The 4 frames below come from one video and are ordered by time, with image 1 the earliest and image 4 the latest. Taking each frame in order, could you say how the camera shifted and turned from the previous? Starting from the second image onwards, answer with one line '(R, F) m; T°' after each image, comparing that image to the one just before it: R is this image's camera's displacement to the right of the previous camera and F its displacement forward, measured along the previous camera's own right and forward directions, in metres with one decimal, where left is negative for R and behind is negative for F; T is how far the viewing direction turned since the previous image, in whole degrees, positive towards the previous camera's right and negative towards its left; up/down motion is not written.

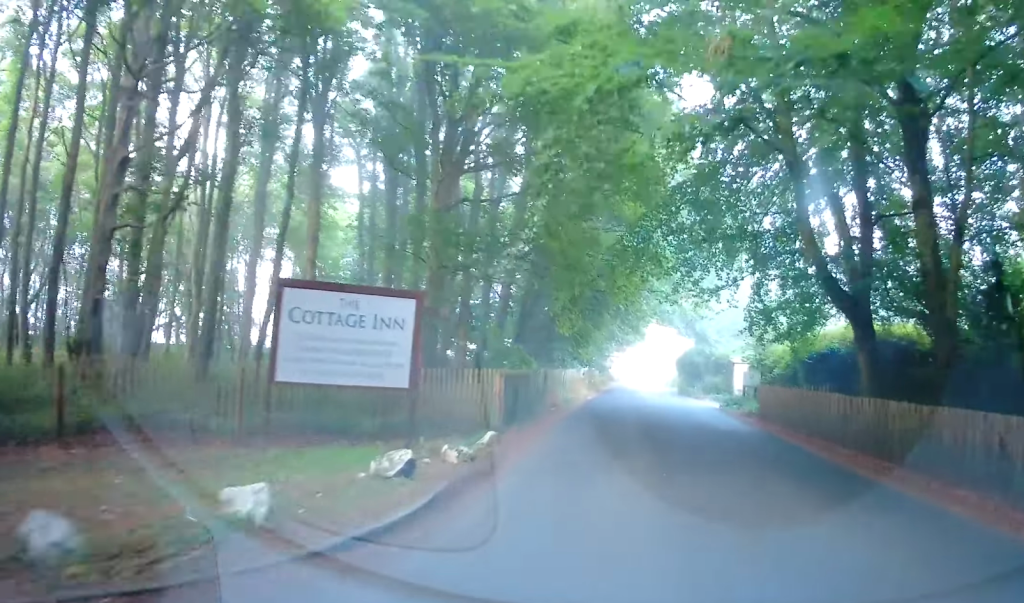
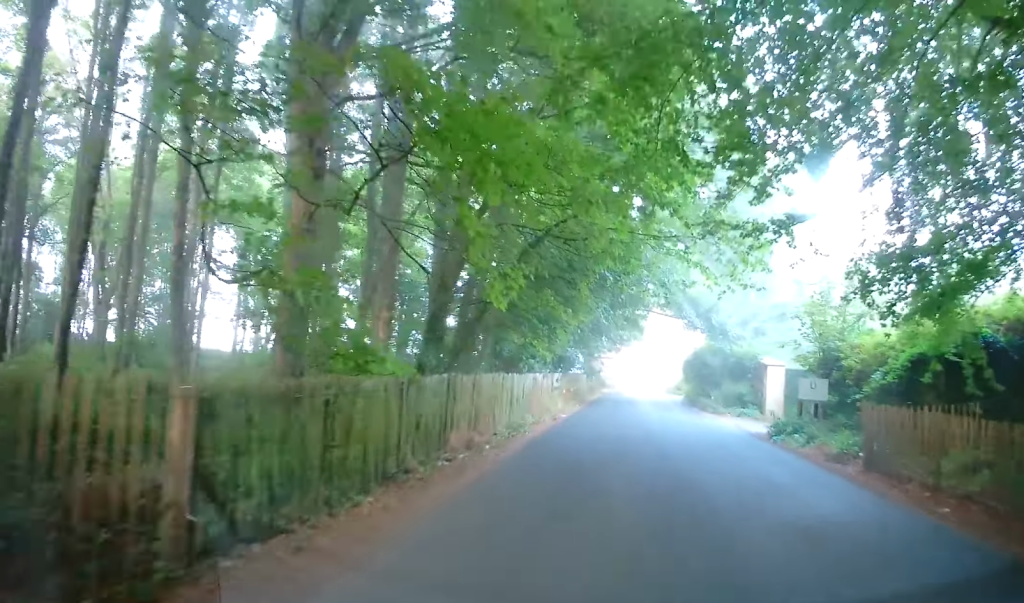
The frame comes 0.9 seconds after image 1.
(-0.1, +9.7) m; +1°
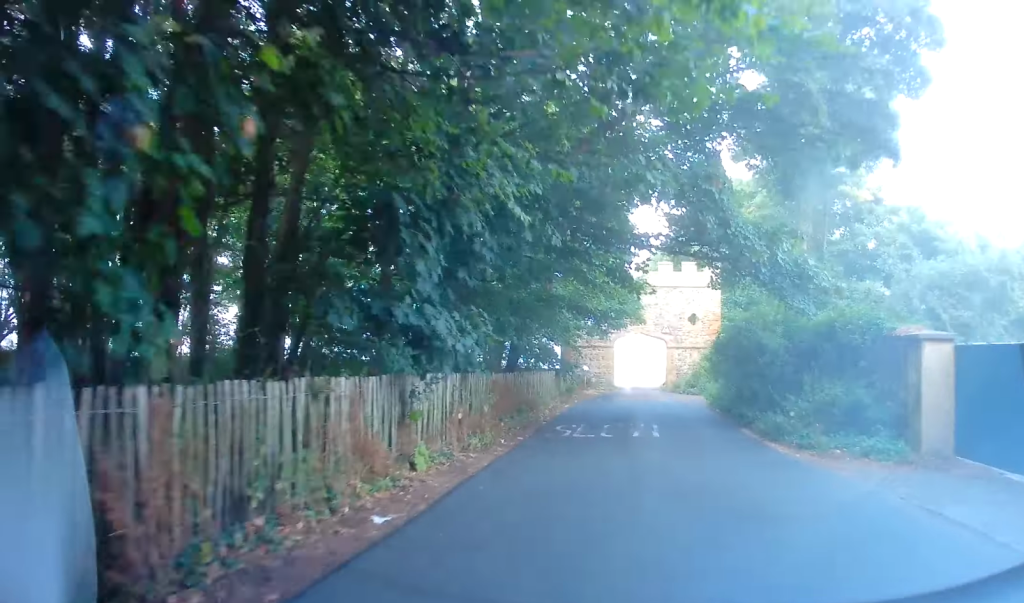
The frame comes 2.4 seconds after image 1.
(+0.7, +15.1) m; +4°
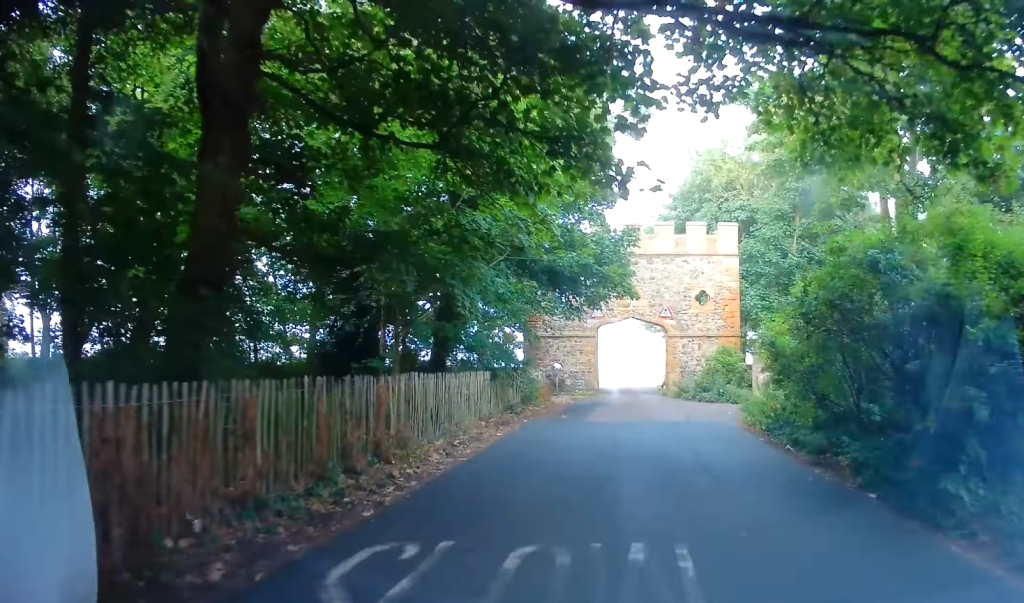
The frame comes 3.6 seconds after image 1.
(0.0, +11.5) m; -2°
